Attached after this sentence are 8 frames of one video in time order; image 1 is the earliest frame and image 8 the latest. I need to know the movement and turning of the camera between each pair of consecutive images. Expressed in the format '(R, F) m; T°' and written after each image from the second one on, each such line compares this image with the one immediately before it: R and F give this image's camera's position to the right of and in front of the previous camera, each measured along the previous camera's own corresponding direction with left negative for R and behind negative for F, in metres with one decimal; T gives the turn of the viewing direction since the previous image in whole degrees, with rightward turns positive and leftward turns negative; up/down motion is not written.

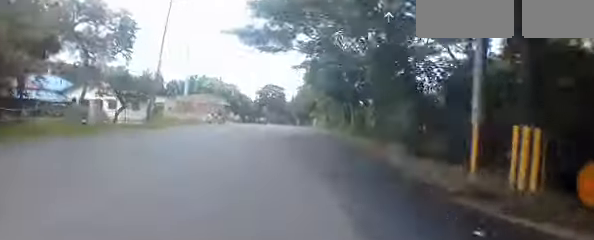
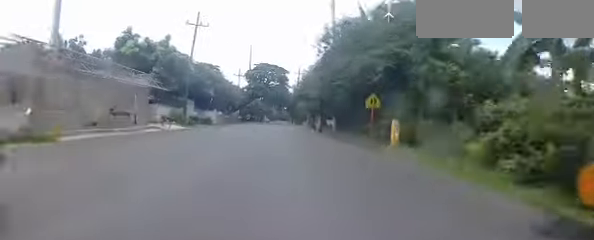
(+0.3, +40.6) m; +1°
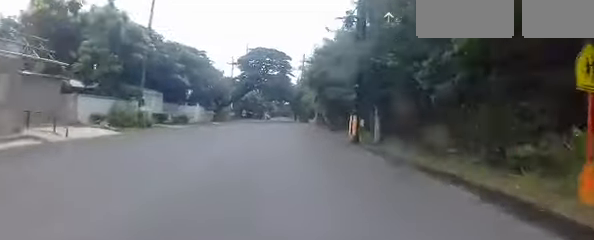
(0.0, +15.7) m; 0°
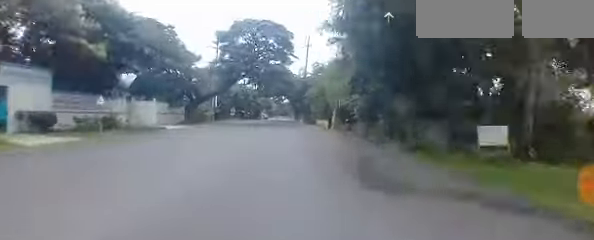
(0.0, +17.0) m; 0°
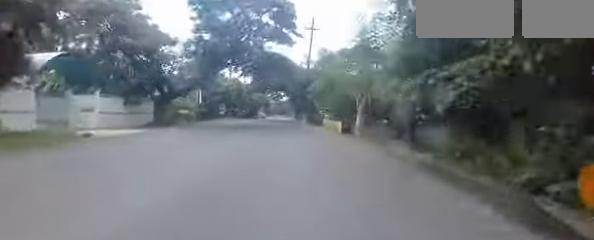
(+0.1, +10.1) m; -1°
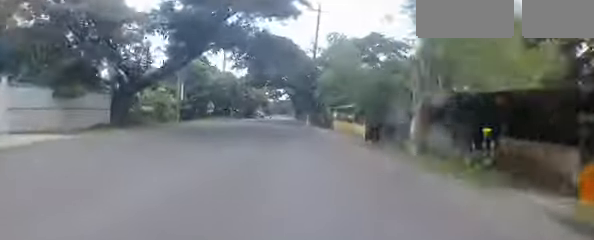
(-0.1, +7.7) m; -1°
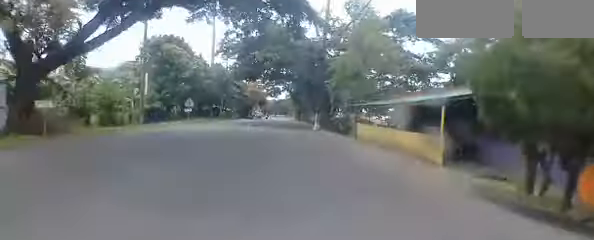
(-0.3, +9.5) m; -1°
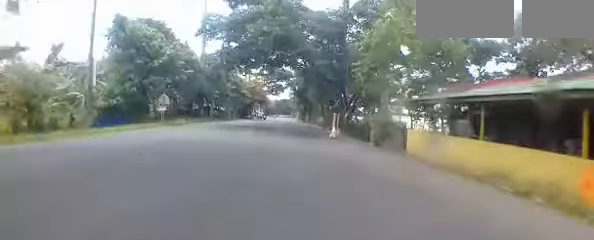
(0.0, +6.9) m; 0°
